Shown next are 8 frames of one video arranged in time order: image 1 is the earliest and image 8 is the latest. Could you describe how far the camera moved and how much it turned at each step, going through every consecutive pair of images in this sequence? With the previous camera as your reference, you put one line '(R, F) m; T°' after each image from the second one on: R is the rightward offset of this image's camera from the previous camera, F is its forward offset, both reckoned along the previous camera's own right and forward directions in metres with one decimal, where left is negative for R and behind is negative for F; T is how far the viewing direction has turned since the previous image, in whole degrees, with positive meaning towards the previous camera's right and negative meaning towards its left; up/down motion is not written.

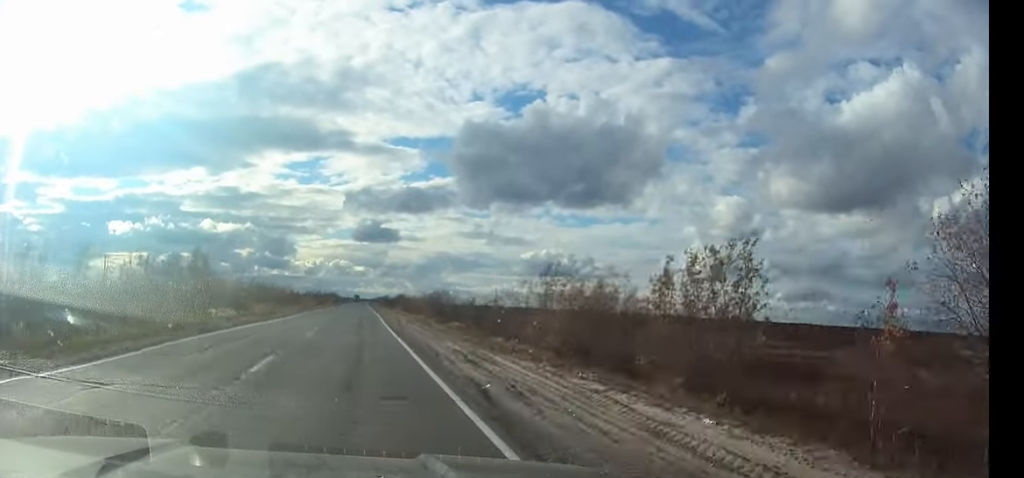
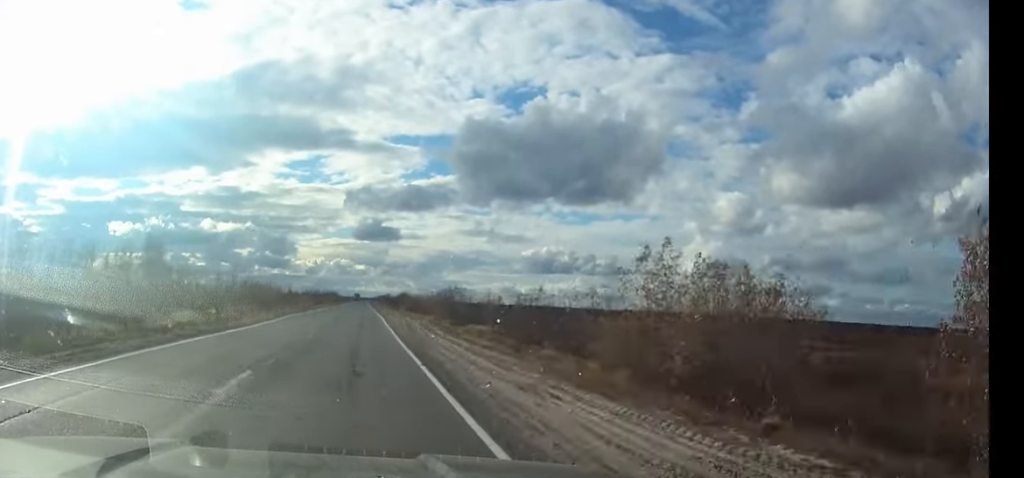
(0.0, +14.8) m; 0°
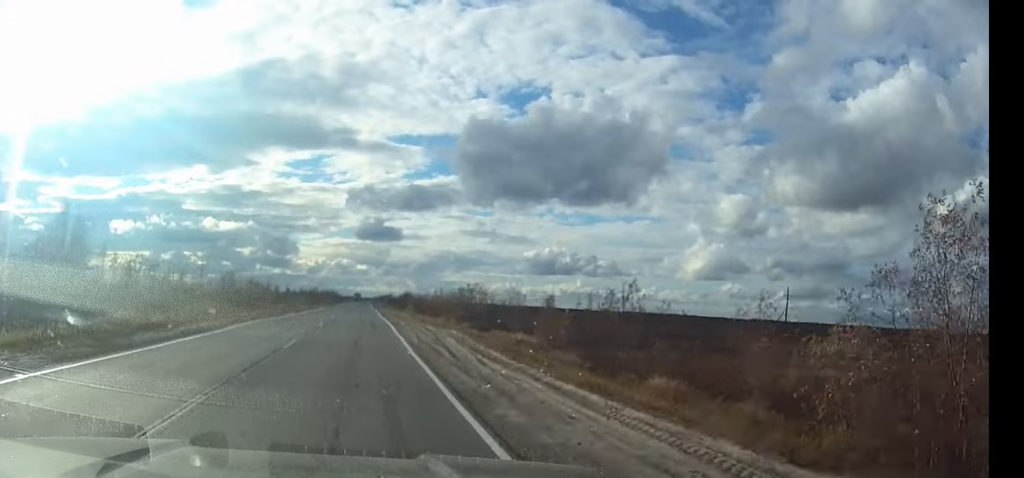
(0.0, +15.6) m; 0°
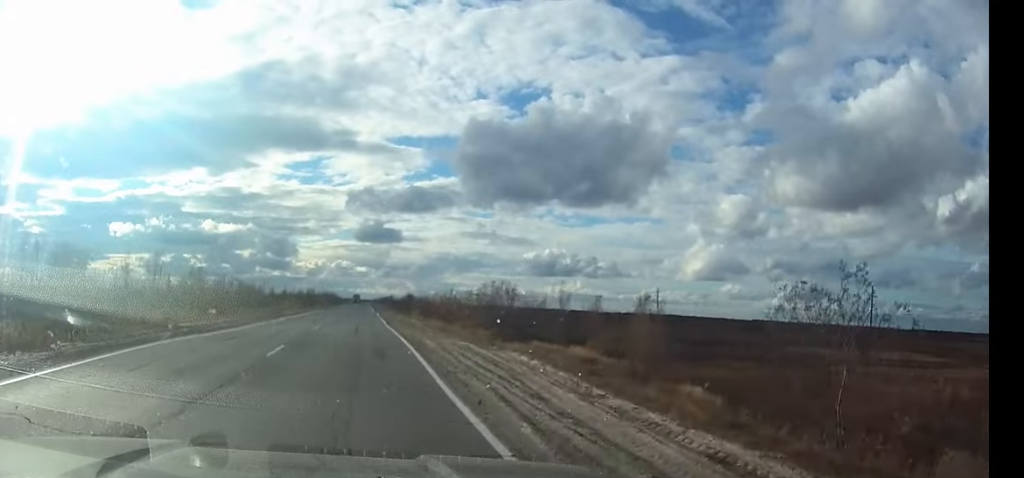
(0.0, +14.7) m; 0°
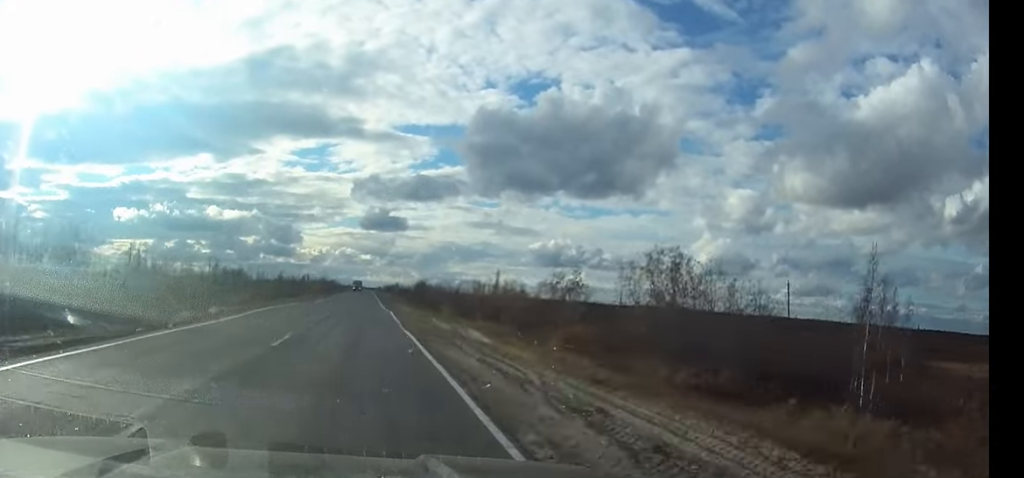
(-0.1, +35.4) m; 0°
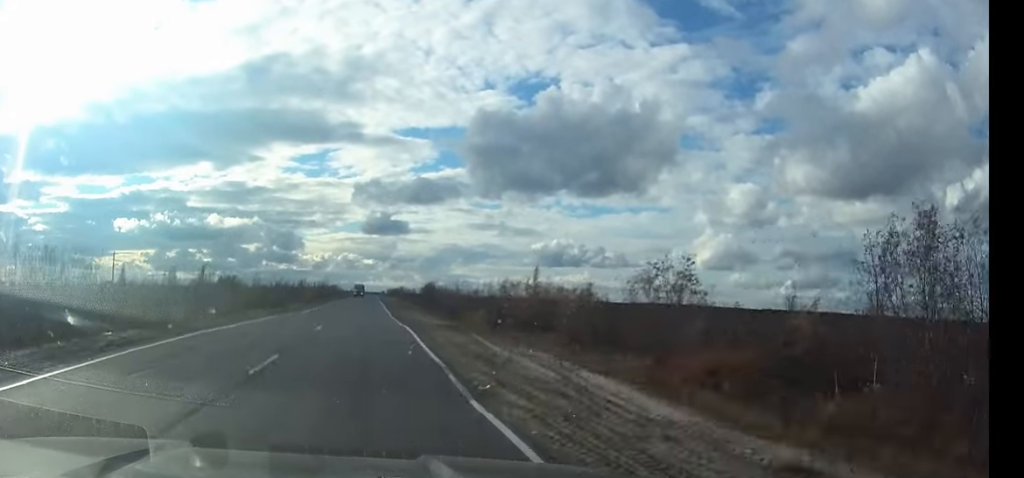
(0.0, +15.6) m; 0°
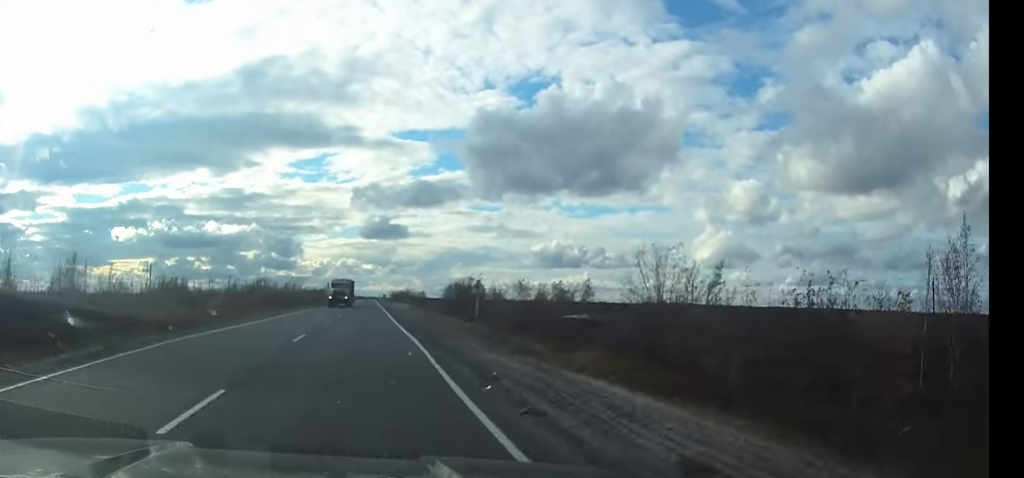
(0.0, +63.4) m; 0°
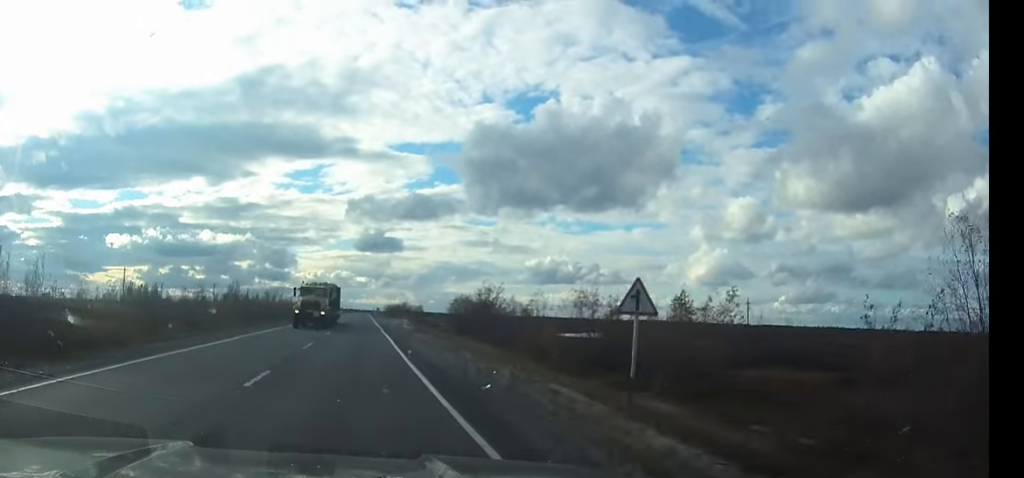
(0.0, +18.3) m; 0°
